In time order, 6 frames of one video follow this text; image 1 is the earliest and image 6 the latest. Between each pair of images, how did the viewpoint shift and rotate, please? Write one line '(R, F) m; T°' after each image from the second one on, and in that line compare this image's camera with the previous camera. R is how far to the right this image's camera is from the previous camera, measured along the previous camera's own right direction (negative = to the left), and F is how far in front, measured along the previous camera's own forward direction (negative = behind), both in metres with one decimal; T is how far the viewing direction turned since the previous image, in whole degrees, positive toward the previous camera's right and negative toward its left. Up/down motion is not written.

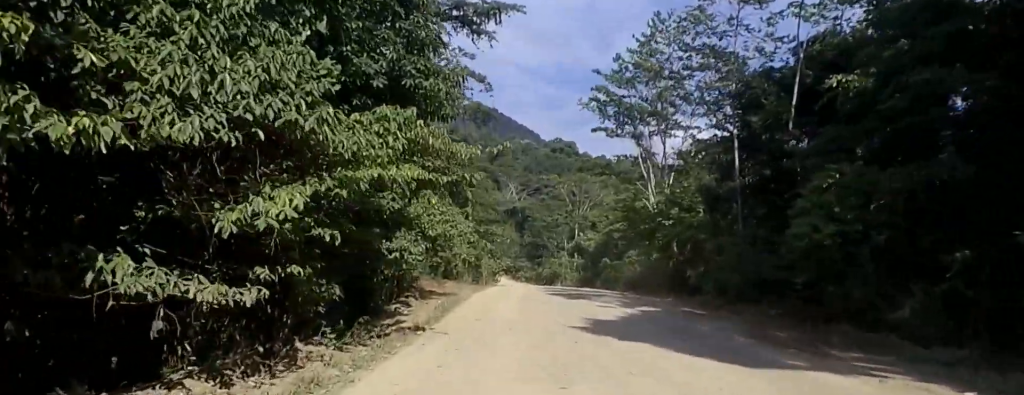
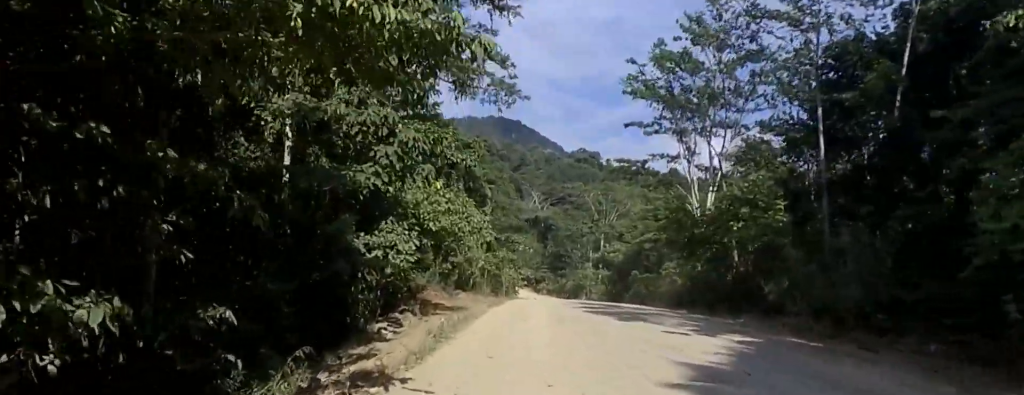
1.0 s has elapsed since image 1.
(0.0, +5.8) m; 0°
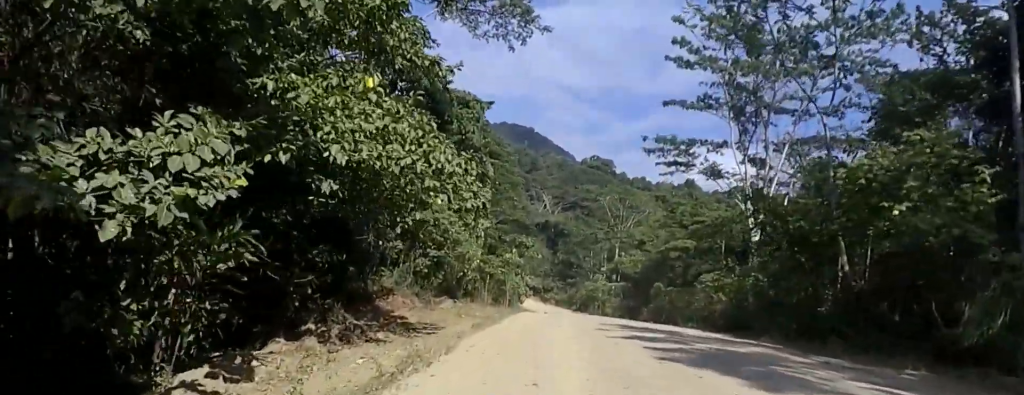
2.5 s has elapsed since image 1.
(0.0, +8.9) m; 0°
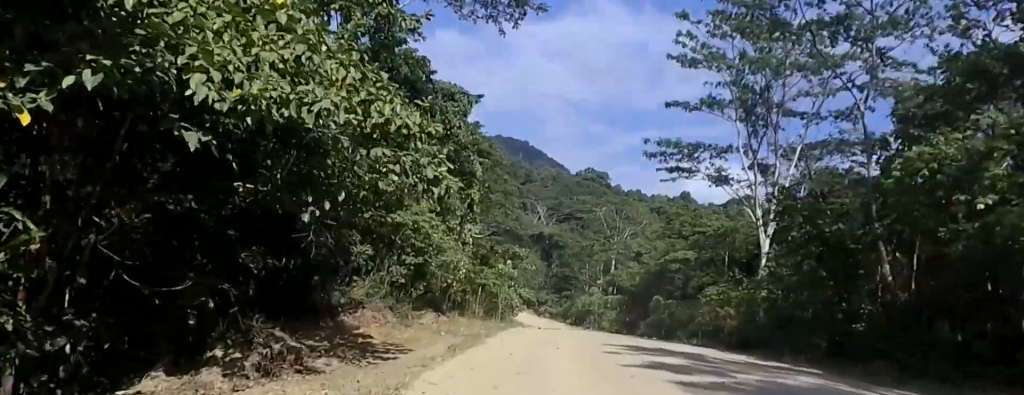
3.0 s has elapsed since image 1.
(0.0, +3.1) m; 0°
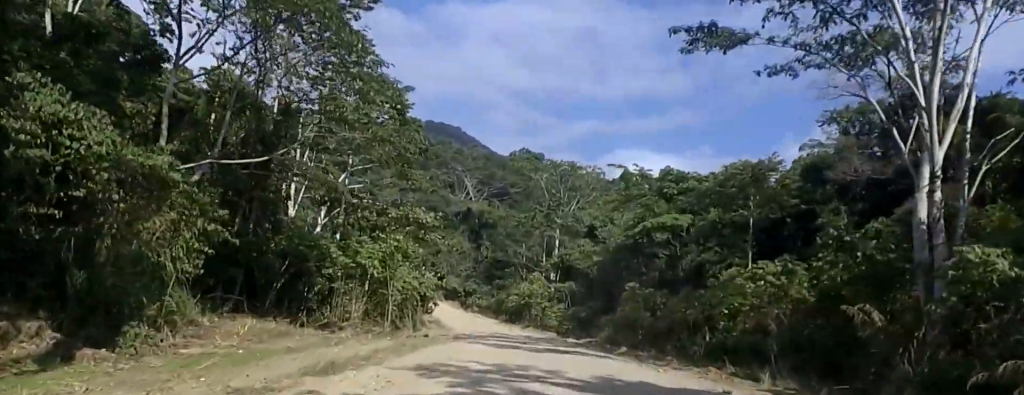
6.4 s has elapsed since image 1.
(+0.3, +24.3) m; +8°
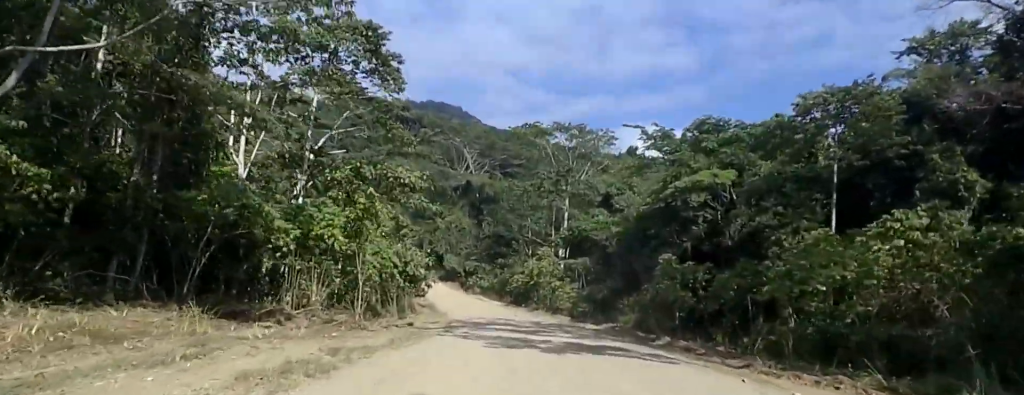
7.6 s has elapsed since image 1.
(+0.9, +9.8) m; +6°
